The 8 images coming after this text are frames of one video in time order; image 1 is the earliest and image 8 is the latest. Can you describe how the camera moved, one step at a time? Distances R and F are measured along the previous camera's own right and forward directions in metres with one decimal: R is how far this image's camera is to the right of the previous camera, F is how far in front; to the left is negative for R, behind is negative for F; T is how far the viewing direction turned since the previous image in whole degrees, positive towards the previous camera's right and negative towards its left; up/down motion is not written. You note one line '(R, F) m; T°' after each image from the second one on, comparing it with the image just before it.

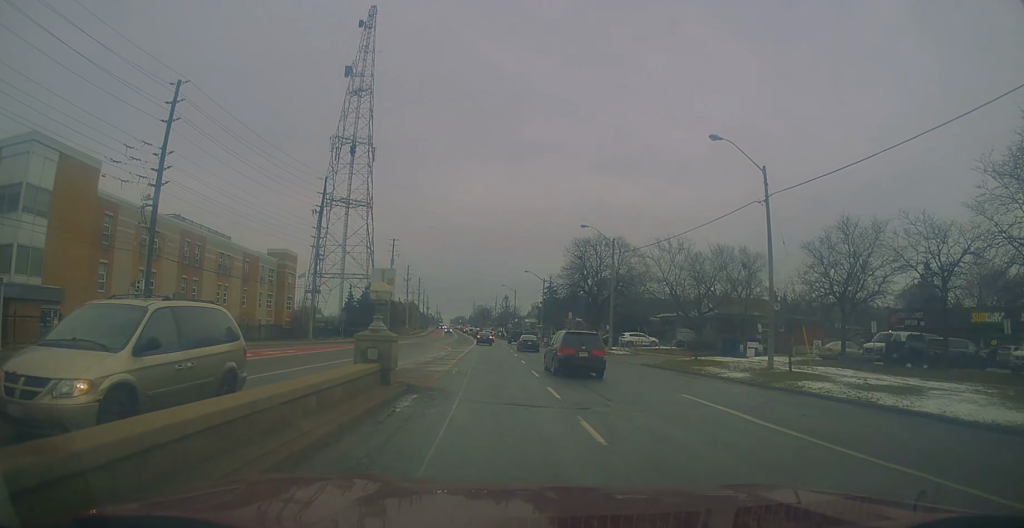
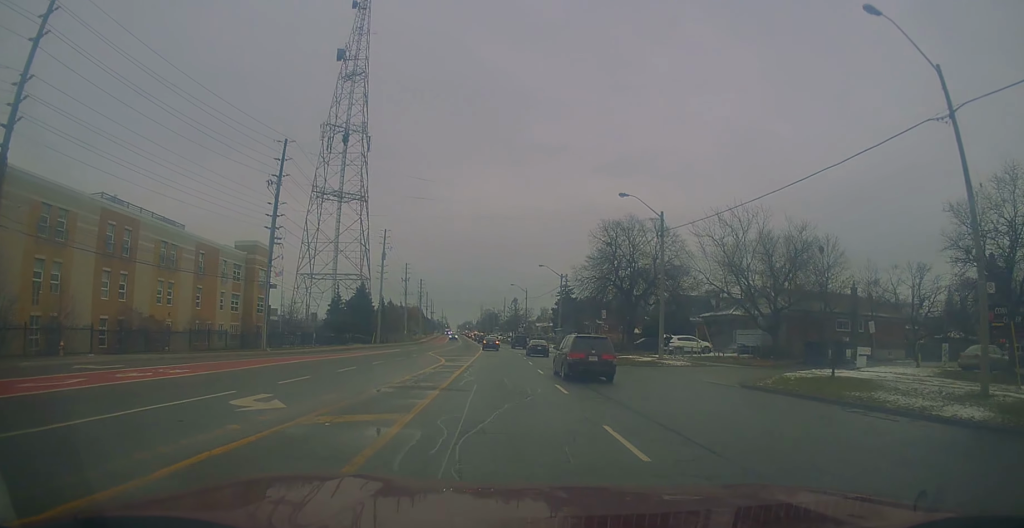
(-0.2, +14.2) m; -1°
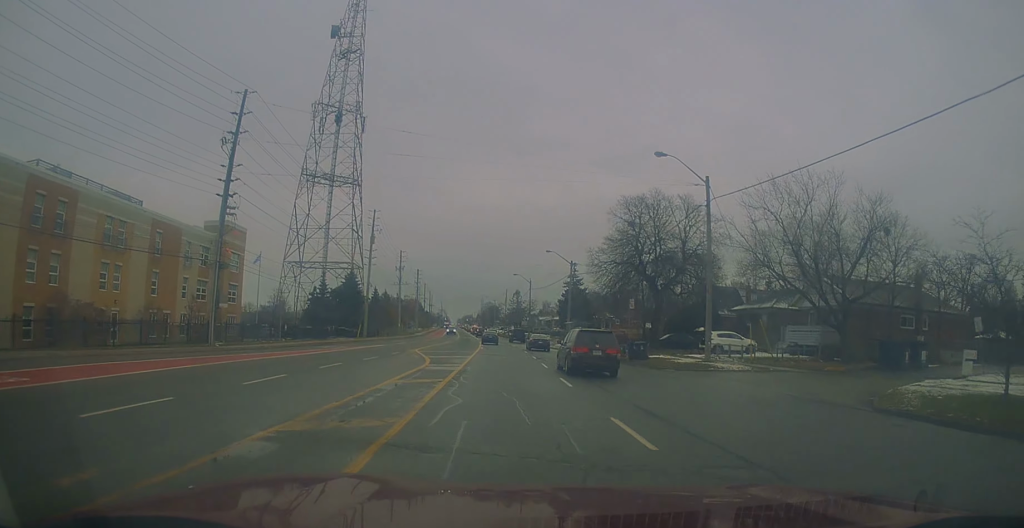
(-0.1, +8.8) m; 0°
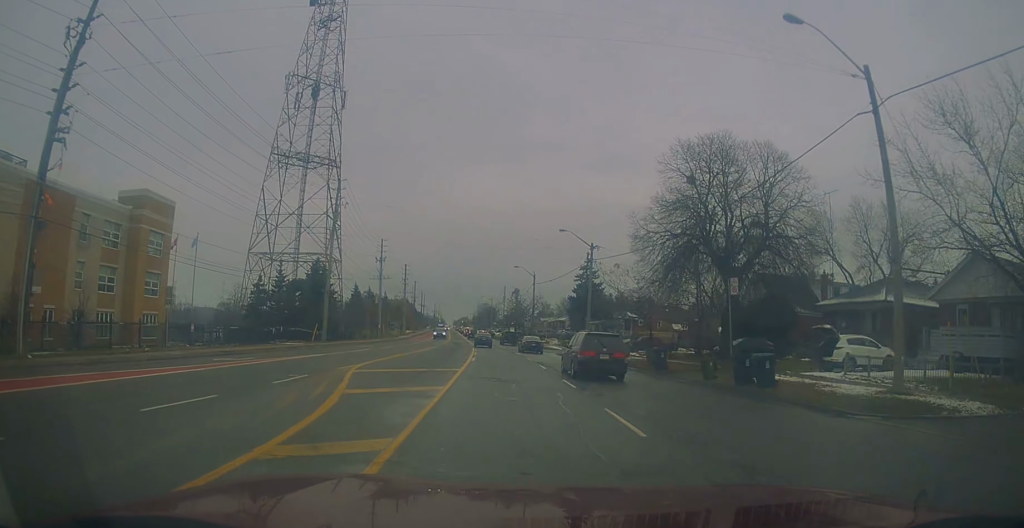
(0.0, +16.5) m; 0°
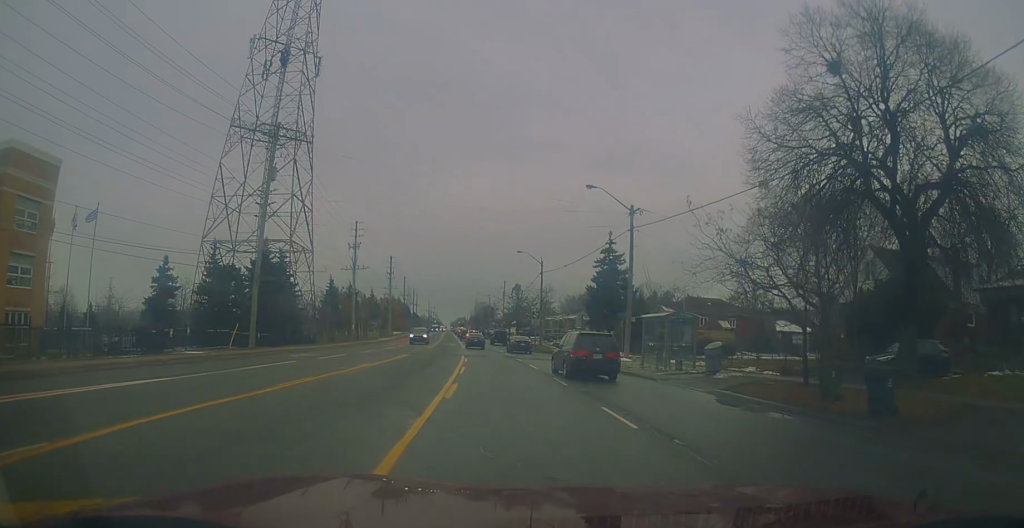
(+0.1, +17.2) m; 0°
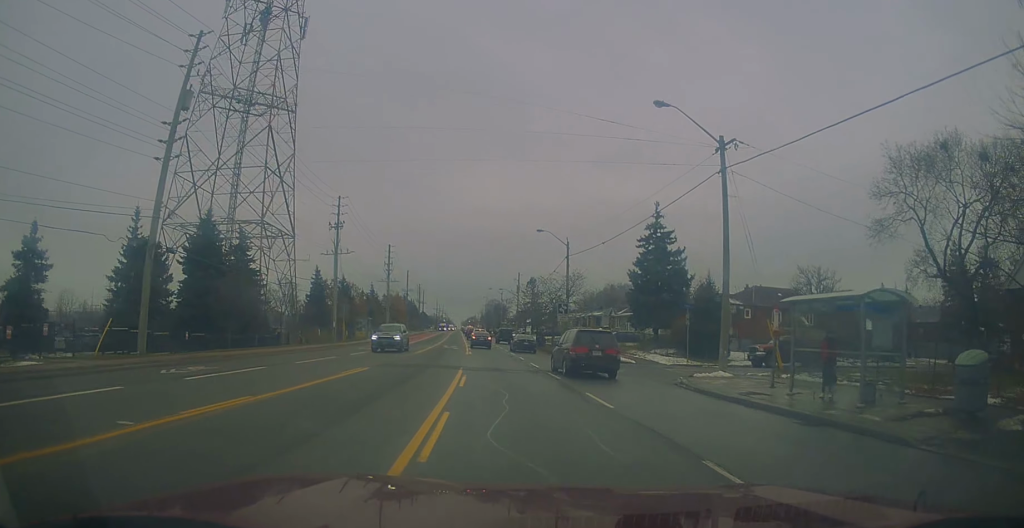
(-0.1, +14.8) m; 0°
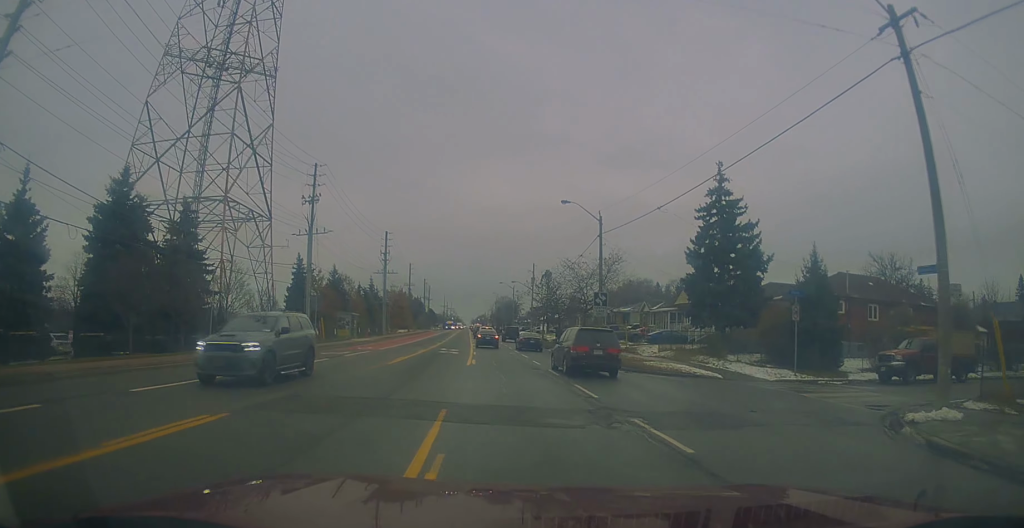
(+0.1, +12.9) m; -1°
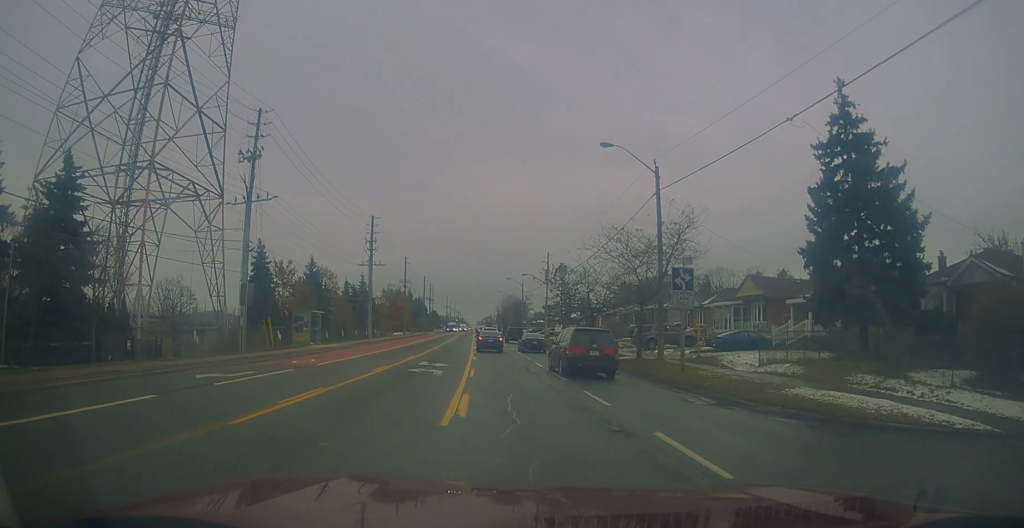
(-0.5, +15.1) m; -2°
